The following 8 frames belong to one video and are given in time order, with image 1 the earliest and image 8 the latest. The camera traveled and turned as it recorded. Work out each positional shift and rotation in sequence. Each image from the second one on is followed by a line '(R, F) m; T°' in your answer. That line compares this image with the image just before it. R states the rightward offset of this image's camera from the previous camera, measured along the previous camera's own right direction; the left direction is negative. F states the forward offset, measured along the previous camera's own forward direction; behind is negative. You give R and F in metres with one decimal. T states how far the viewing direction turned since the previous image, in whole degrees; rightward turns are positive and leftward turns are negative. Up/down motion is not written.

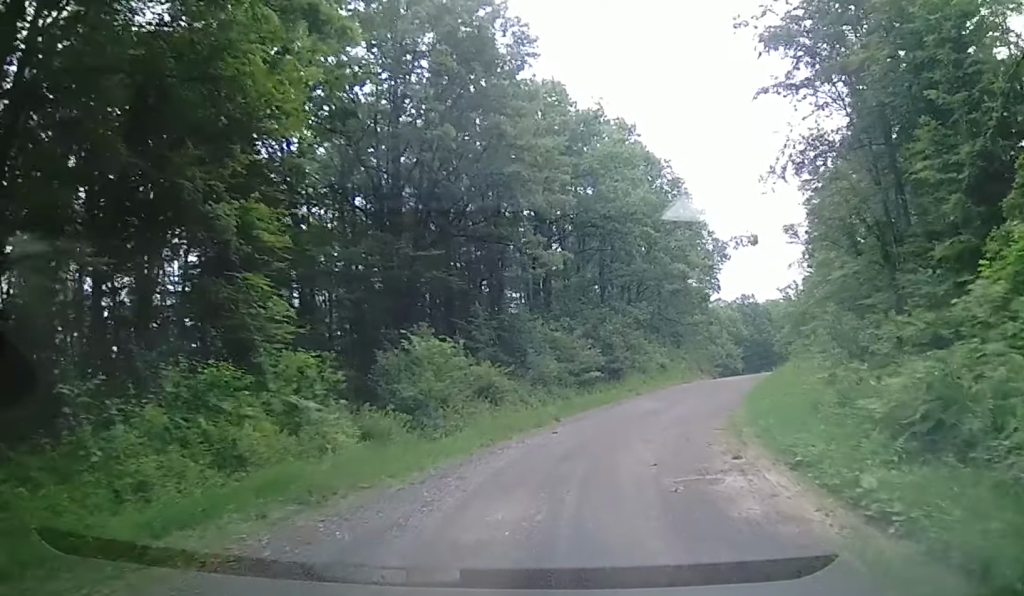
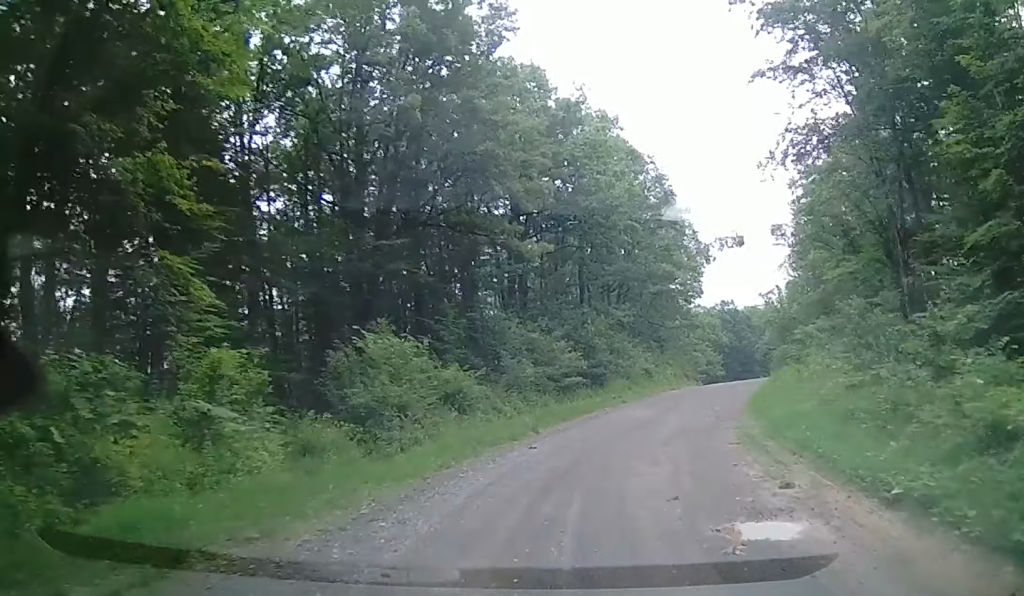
(-0.1, +3.2) m; +1°
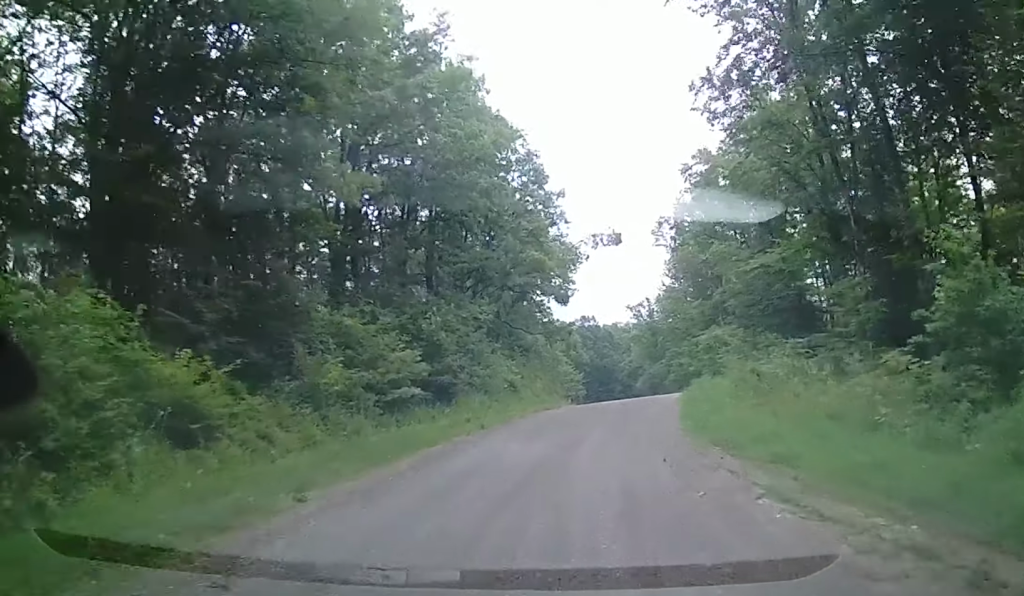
(+1.0, +10.4) m; +13°
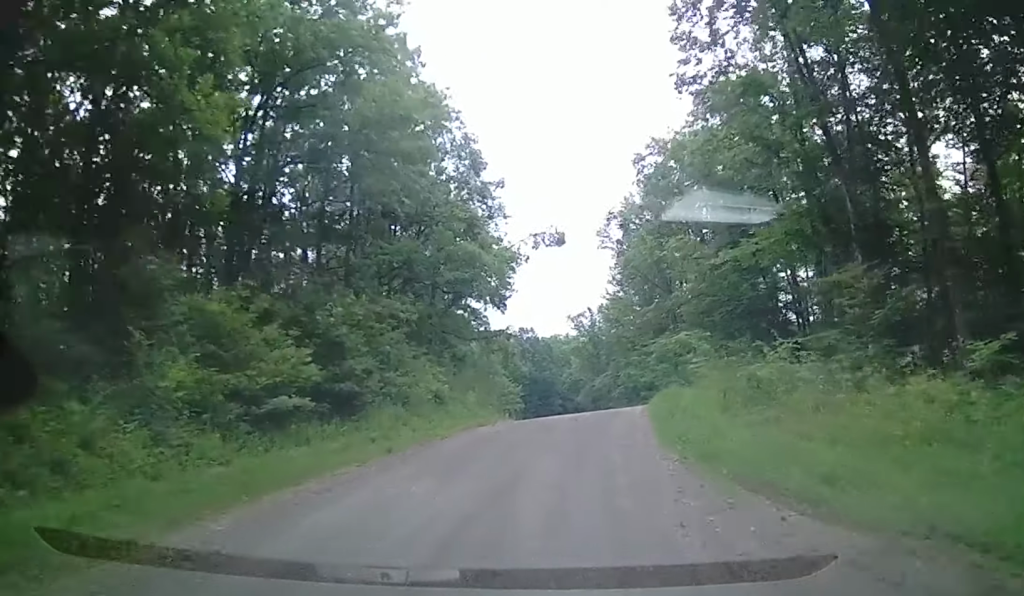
(+0.2, +5.4) m; +5°
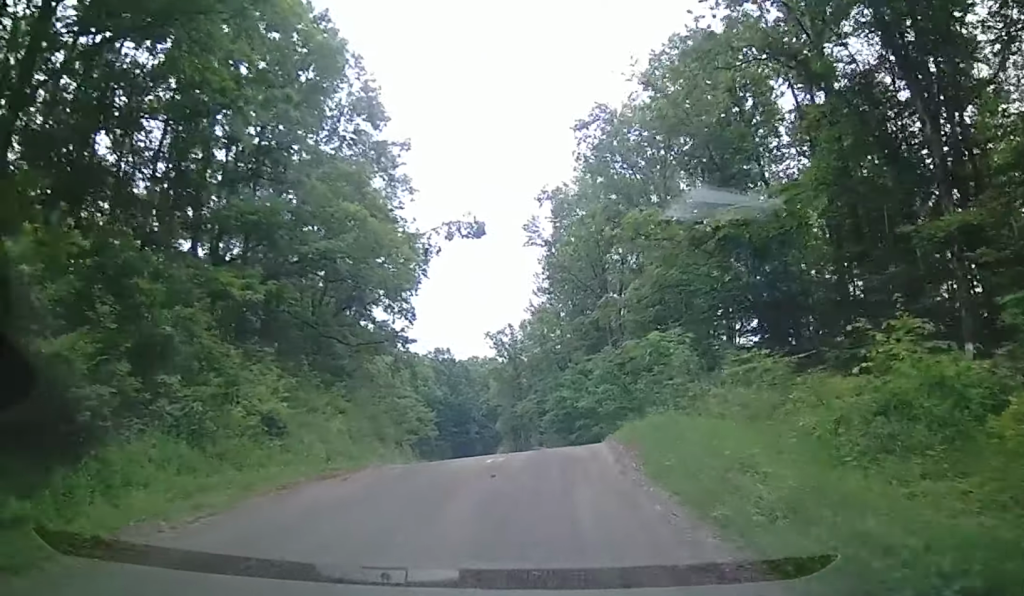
(+0.6, +10.1) m; +6°
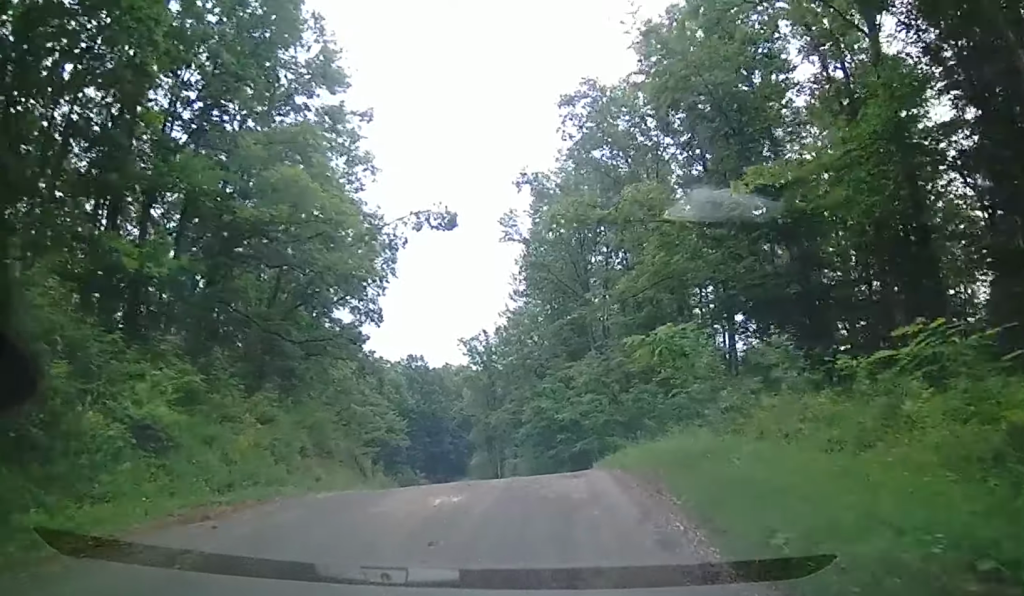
(0.0, +4.7) m; -1°
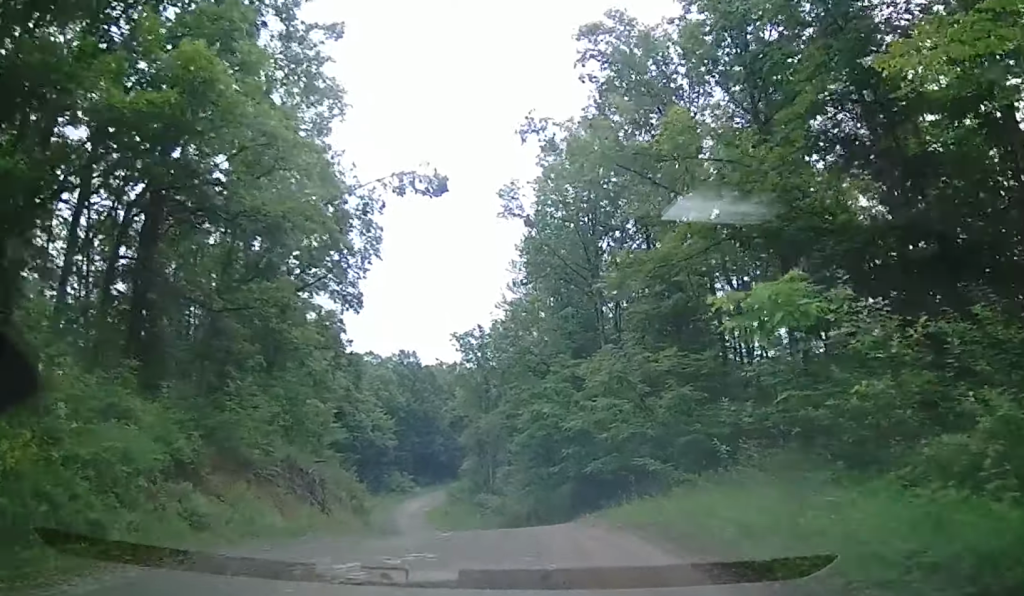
(-0.1, +7.2) m; -1°
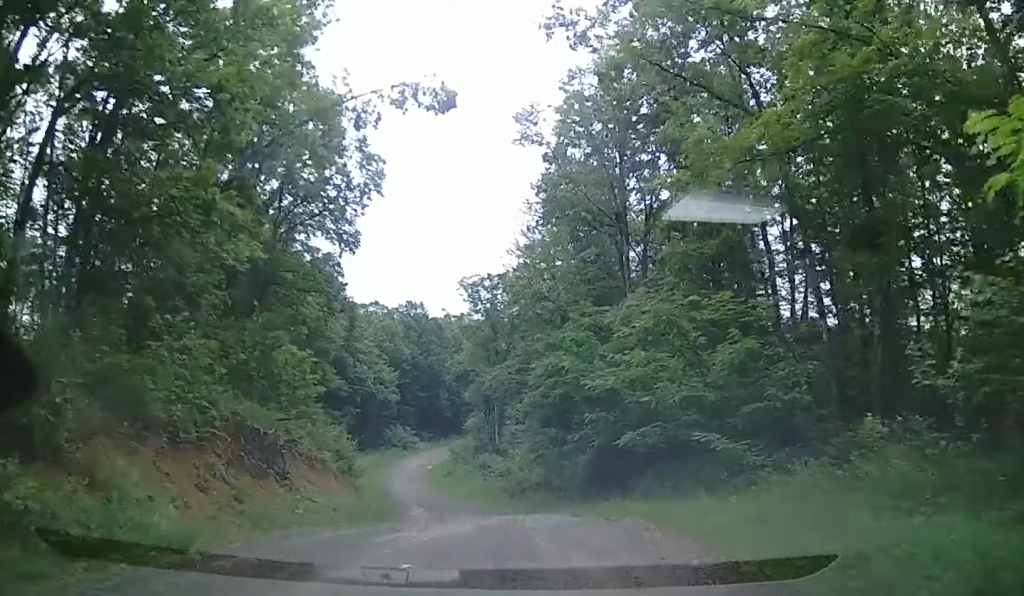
(0.0, +5.2) m; 0°
